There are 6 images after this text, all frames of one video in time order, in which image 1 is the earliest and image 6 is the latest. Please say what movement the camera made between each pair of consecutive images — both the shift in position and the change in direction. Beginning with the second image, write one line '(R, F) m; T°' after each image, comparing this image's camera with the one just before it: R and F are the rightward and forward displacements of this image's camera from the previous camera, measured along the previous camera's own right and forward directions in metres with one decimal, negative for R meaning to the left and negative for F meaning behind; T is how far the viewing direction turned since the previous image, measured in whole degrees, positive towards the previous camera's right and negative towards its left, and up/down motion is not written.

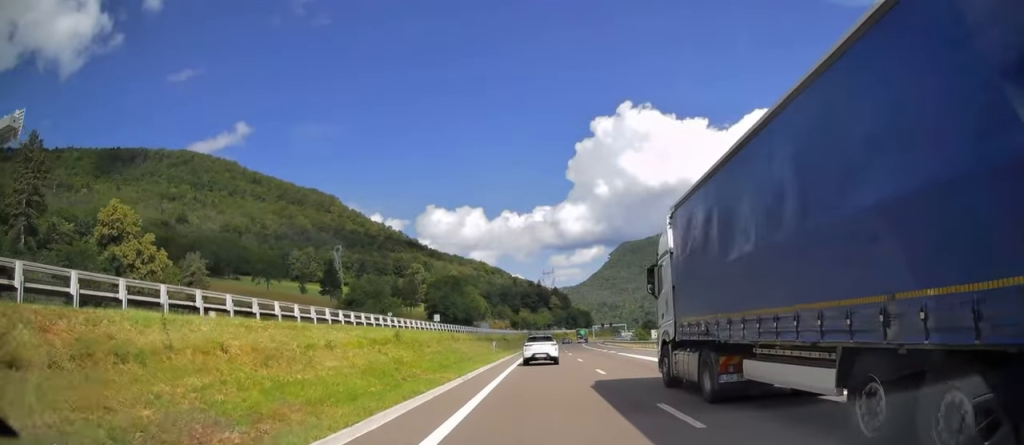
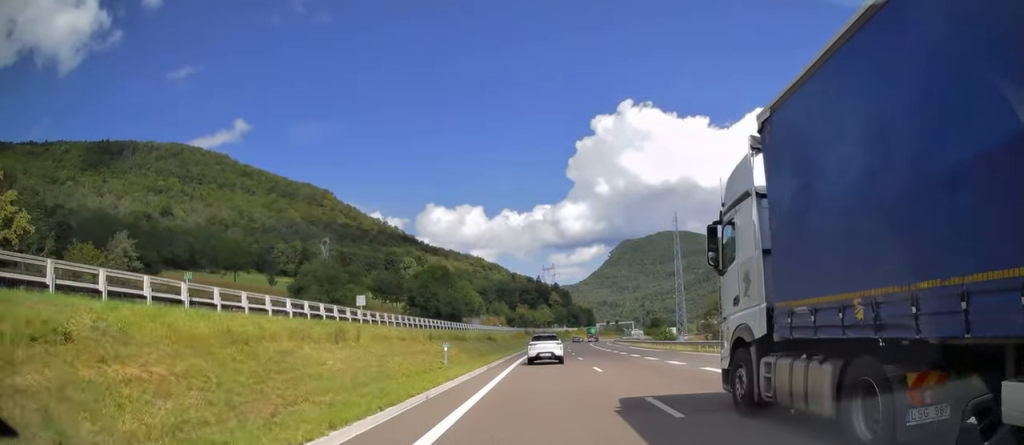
(0.0, +24.8) m; 0°
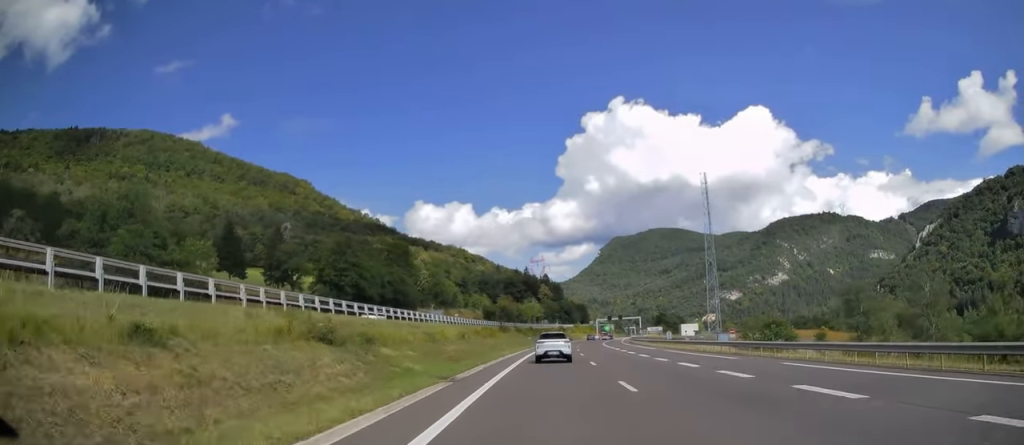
(+0.1, +47.4) m; 0°
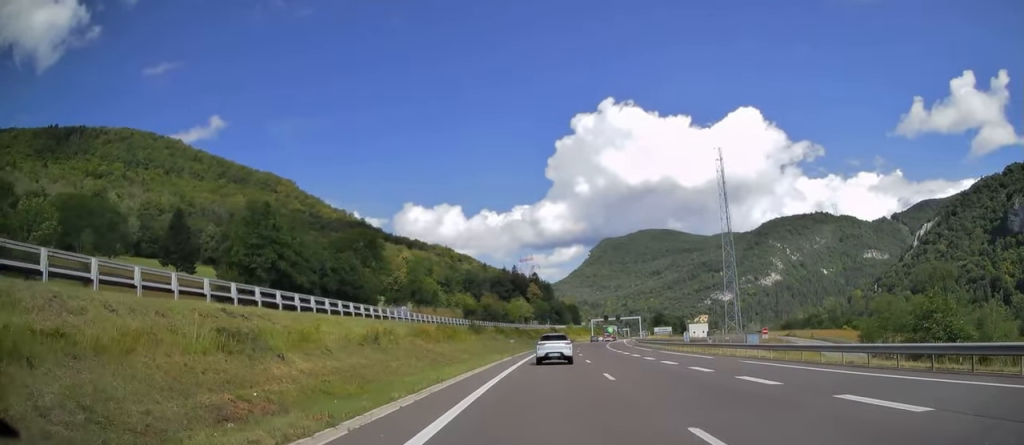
(+0.1, +21.7) m; +1°
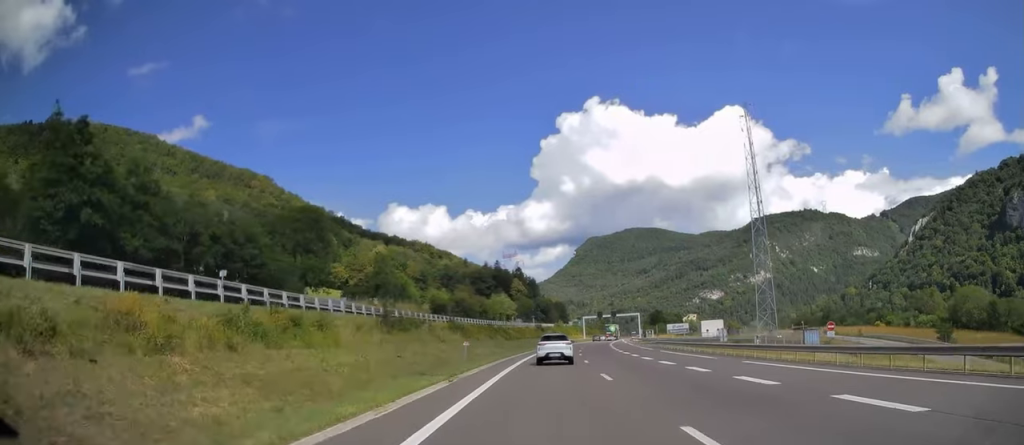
(+0.3, +26.0) m; +1°
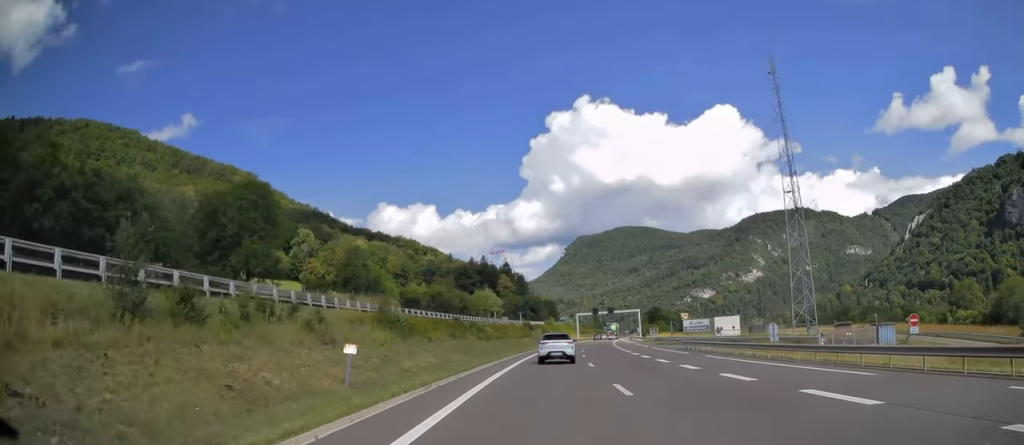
(+0.1, +18.2) m; +1°
